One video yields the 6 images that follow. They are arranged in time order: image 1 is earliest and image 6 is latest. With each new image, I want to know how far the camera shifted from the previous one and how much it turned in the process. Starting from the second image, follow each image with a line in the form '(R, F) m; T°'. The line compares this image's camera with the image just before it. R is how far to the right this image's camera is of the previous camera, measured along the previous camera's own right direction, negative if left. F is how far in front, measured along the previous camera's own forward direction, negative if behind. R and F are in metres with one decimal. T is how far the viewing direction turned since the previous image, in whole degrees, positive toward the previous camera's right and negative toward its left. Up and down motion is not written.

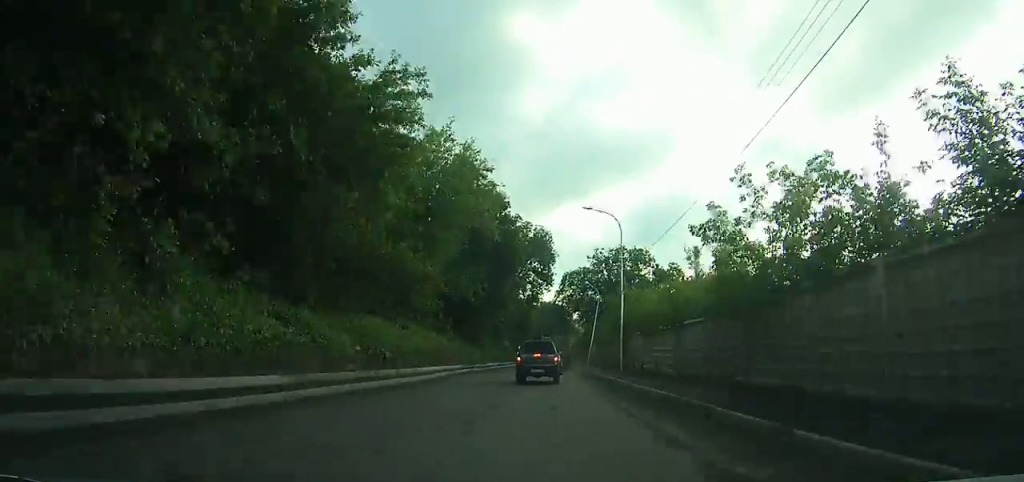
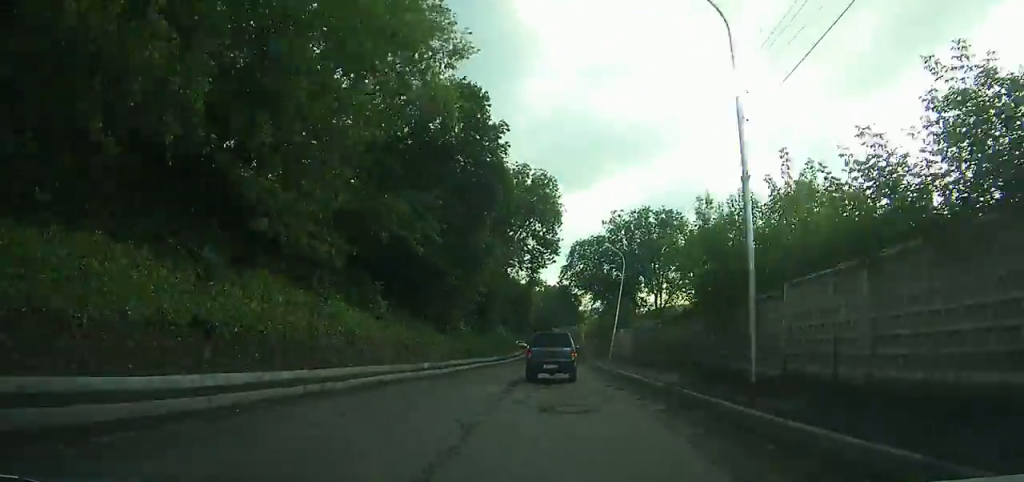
(+0.1, +19.8) m; +1°
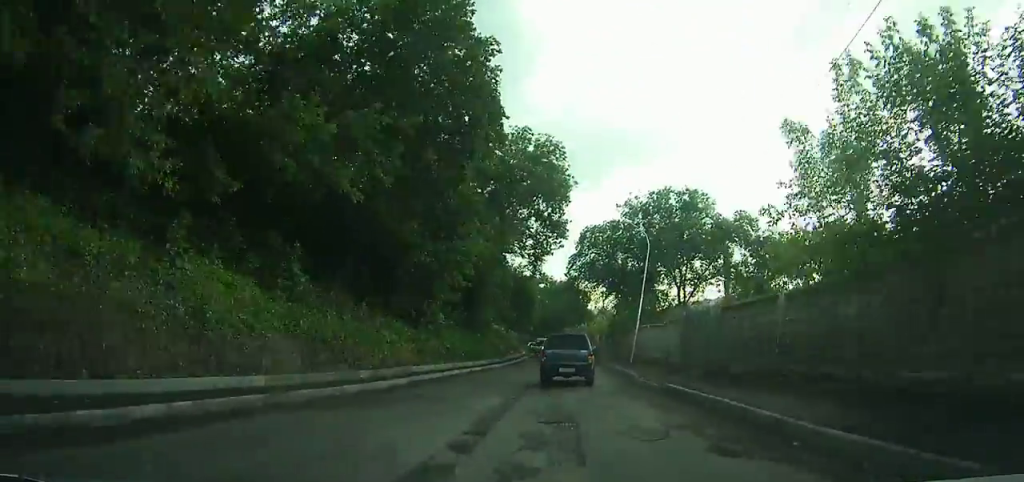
(-0.1, +10.5) m; +1°
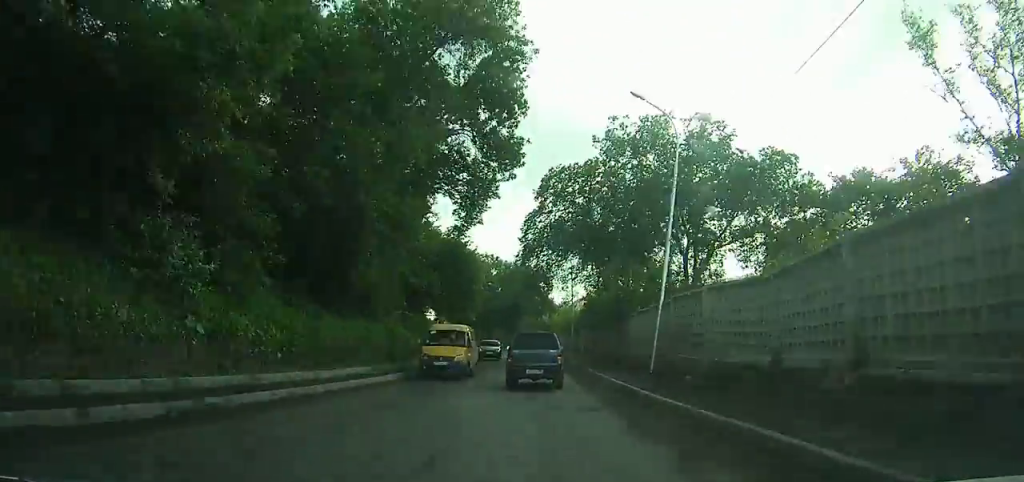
(+0.5, +21.8) m; +1°
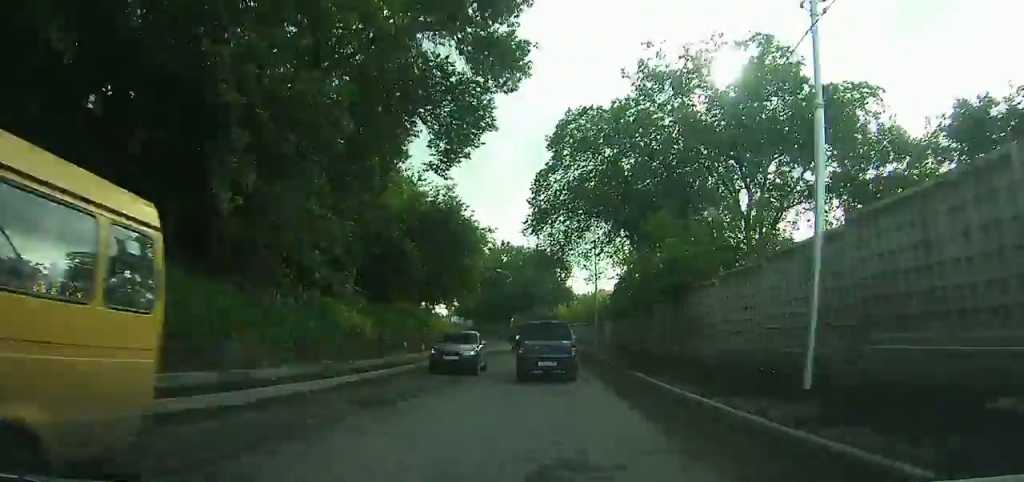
(+0.1, +11.9) m; 0°
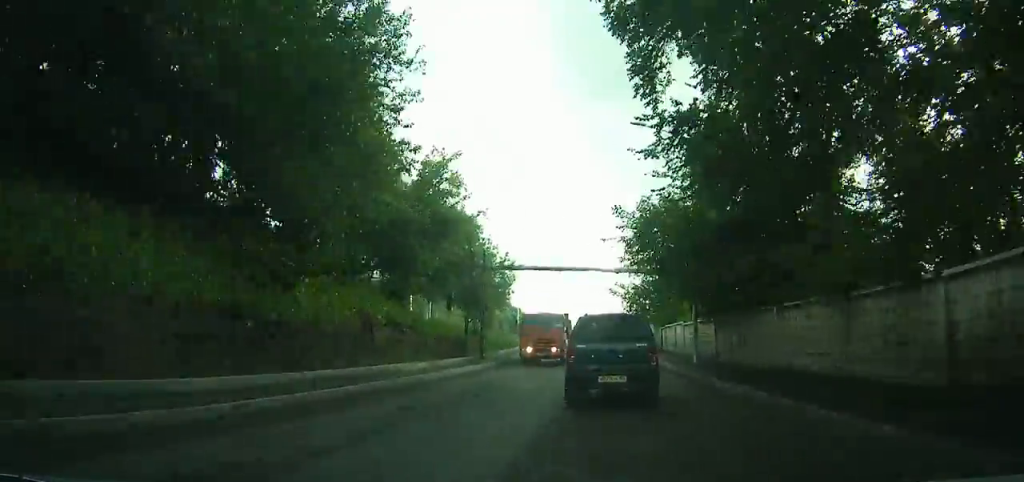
(-12.9, +102.3) m; -15°
